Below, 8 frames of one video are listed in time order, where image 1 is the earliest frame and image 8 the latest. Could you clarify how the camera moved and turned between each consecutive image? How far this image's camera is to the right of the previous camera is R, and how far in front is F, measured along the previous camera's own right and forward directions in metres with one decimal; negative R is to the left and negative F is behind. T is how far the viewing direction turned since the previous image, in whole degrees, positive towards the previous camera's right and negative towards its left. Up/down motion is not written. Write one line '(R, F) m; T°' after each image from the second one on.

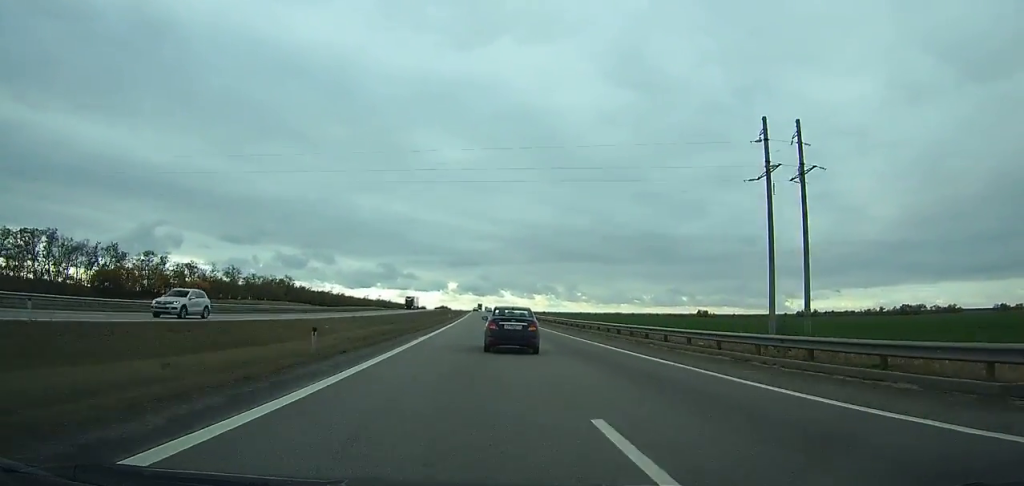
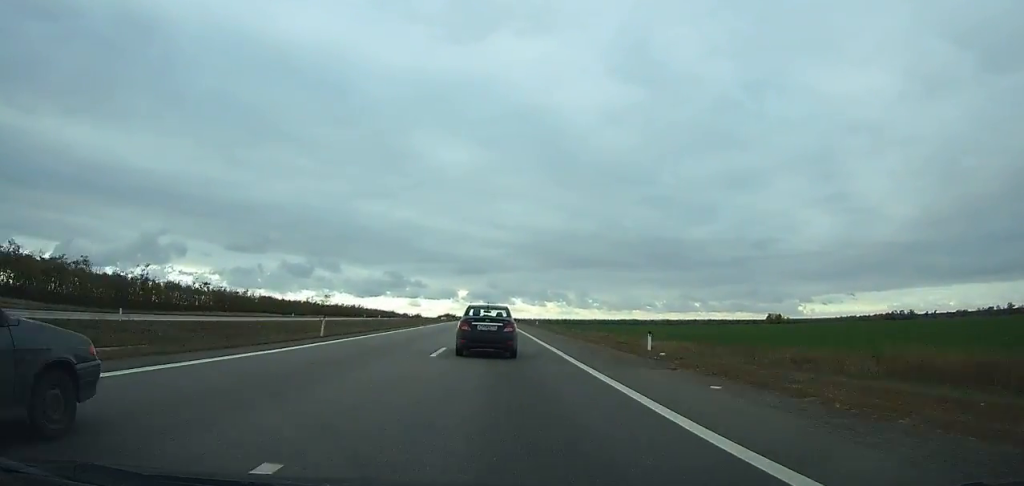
(+0.9, +164.2) m; 0°
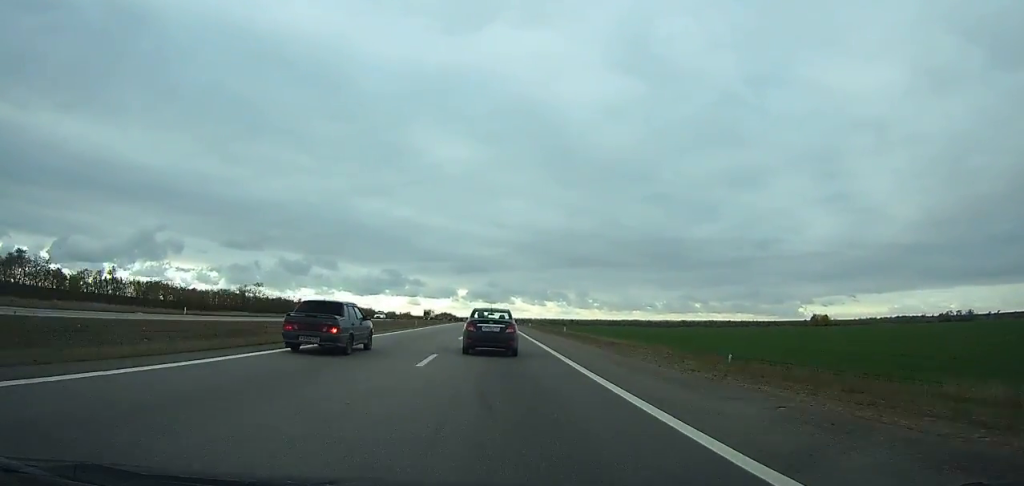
(-0.5, +85.3) m; 0°
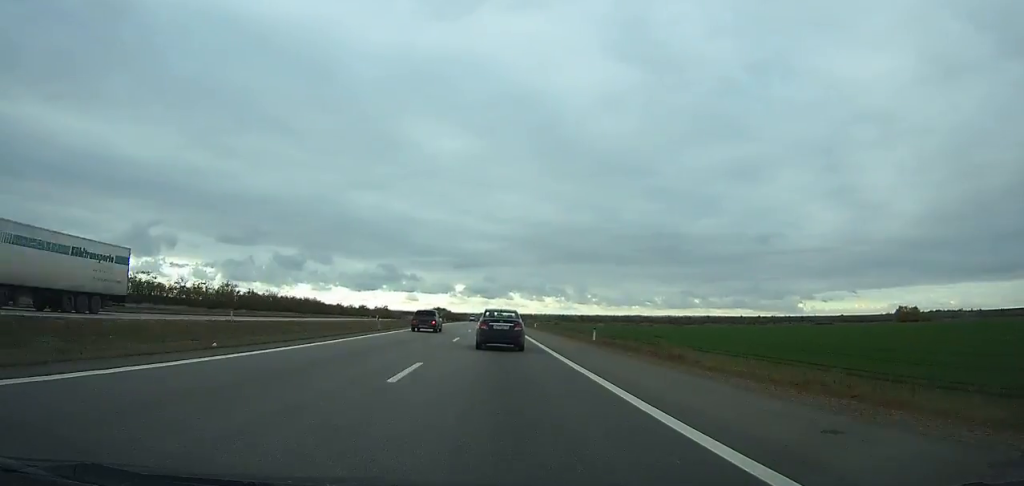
(-0.3, +116.3) m; 0°
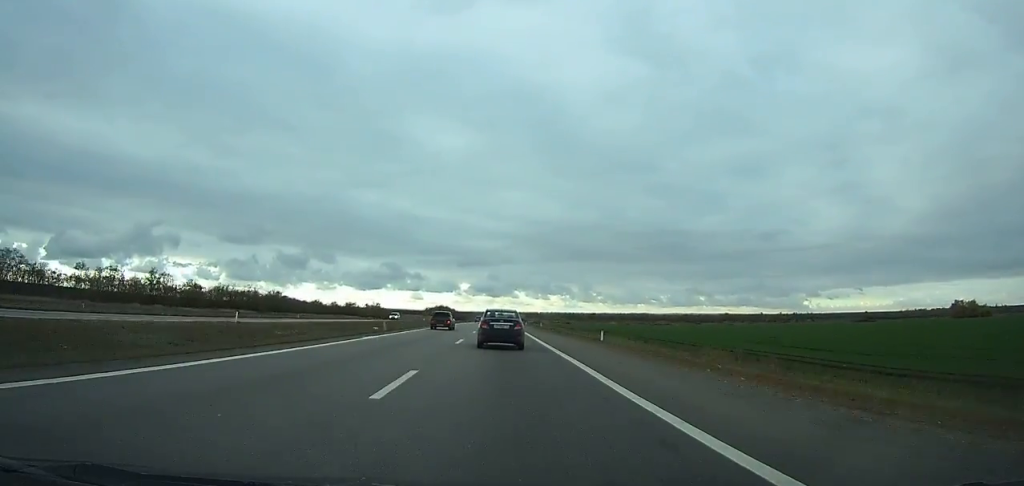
(+0.1, +48.0) m; 0°
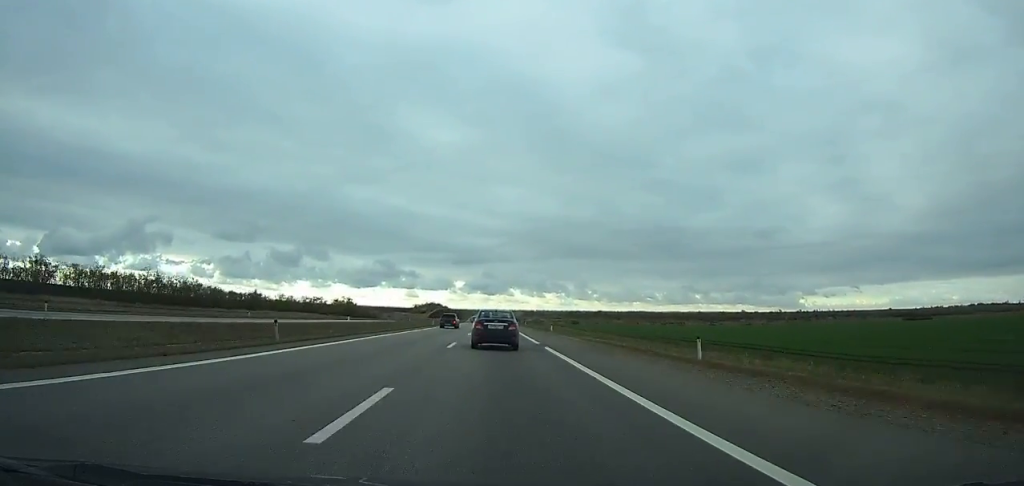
(0.0, +66.9) m; 0°
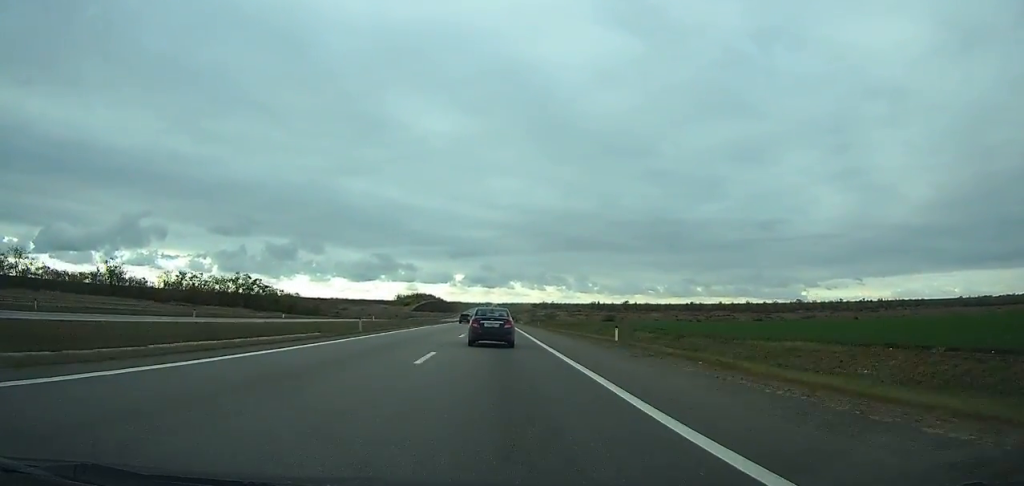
(+0.2, +135.5) m; 0°
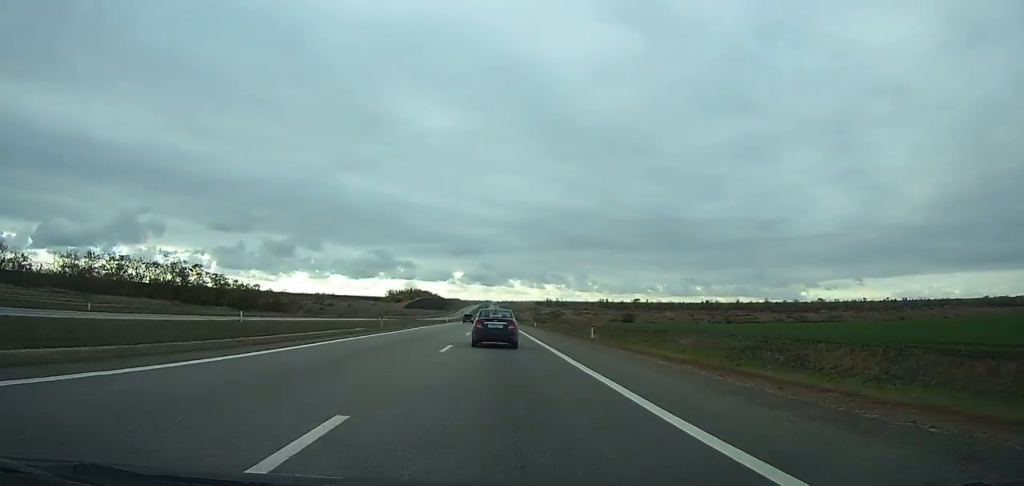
(+0.1, +43.3) m; 0°
